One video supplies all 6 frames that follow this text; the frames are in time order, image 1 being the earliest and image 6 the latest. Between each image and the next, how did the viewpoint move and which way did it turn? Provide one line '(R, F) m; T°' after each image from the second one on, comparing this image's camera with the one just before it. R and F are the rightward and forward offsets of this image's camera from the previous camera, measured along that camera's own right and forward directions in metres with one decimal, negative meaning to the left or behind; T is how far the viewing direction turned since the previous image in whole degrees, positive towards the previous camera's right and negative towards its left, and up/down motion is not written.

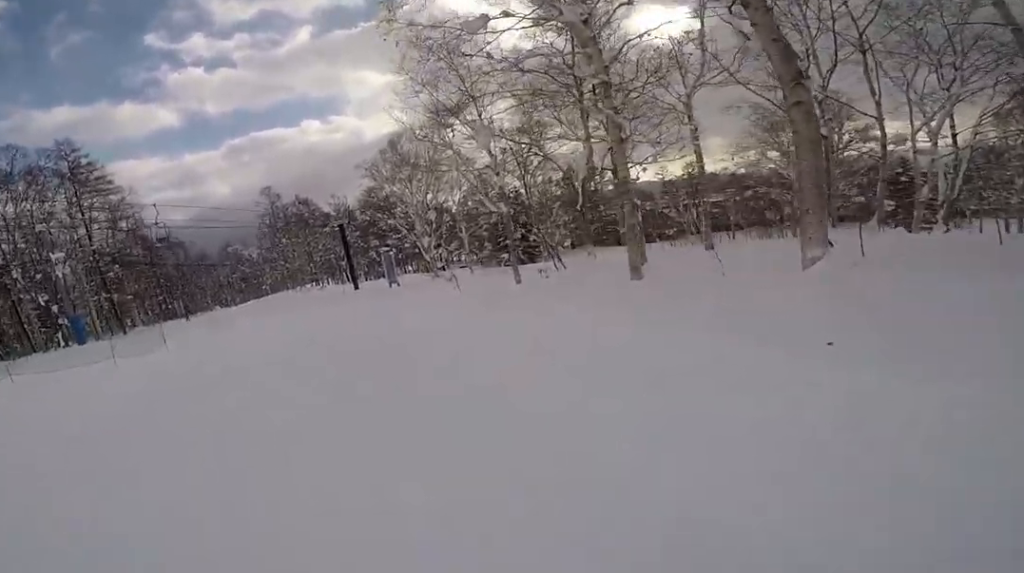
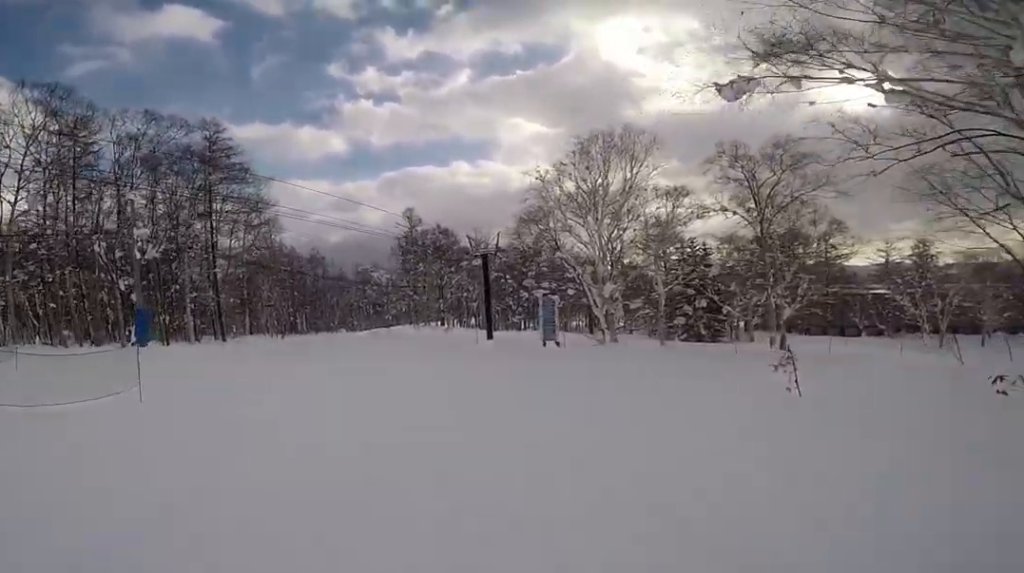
(-0.1, +10.7) m; -12°
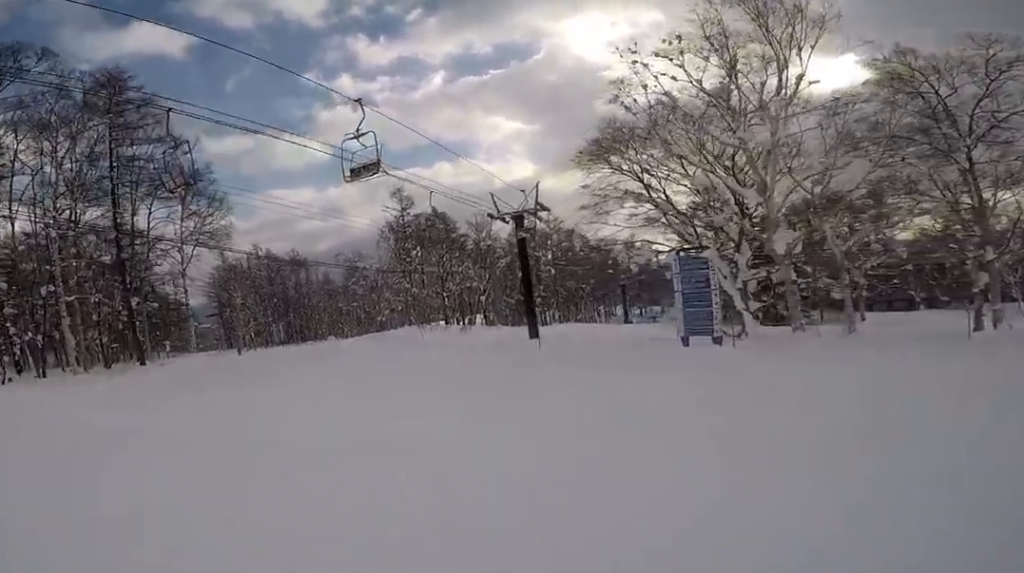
(-0.3, +13.7) m; -4°
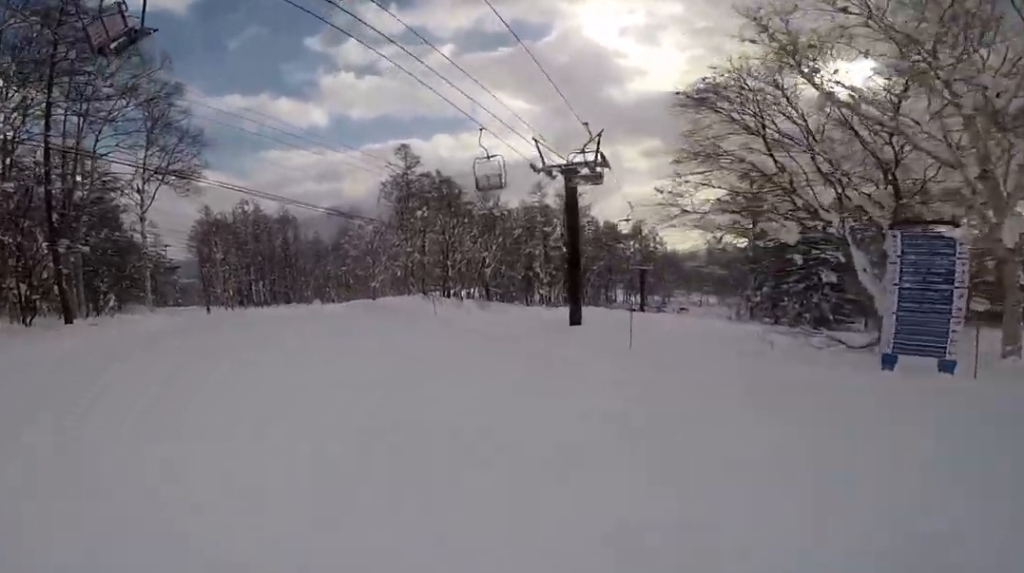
(+0.5, +6.8) m; +5°
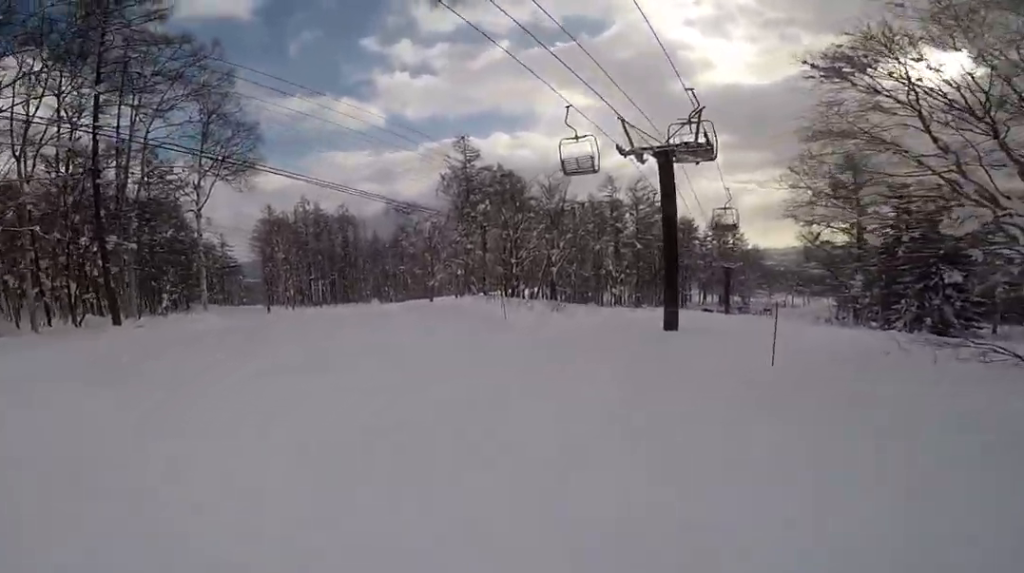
(-0.3, +2.3) m; +3°
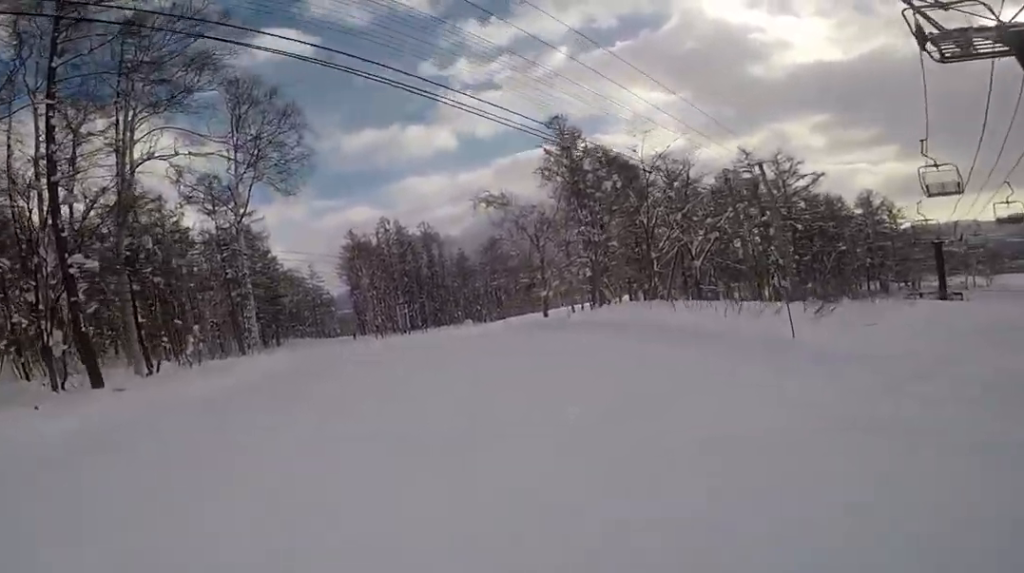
(-0.1, +8.8) m; -14°
